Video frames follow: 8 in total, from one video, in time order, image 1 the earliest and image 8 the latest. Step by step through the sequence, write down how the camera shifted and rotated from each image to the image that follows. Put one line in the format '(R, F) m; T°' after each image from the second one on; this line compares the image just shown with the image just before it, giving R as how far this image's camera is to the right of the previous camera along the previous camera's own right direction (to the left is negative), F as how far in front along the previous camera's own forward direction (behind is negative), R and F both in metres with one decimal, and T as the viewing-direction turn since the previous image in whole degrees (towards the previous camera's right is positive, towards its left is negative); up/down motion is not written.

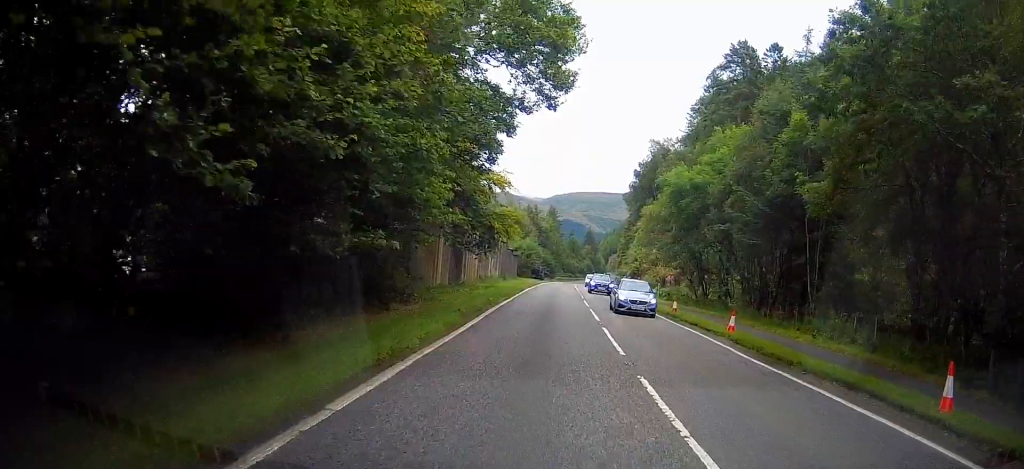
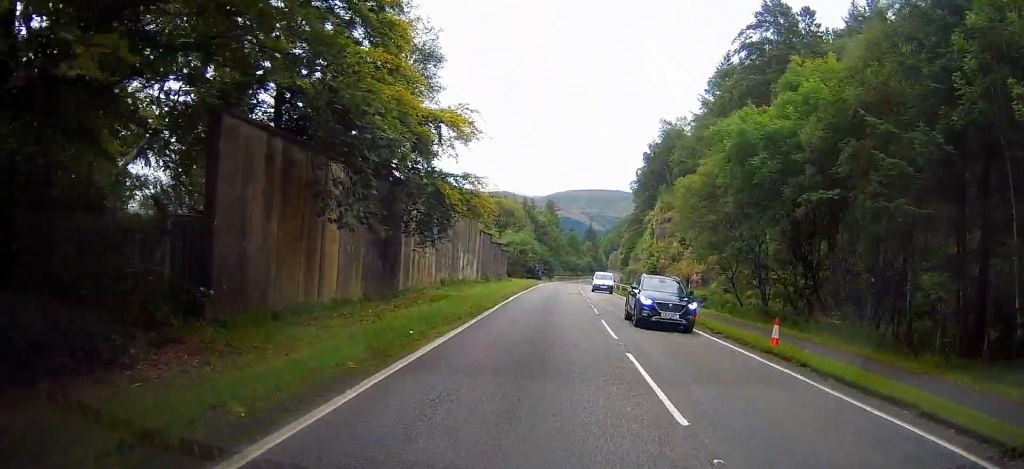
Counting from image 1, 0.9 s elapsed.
(-0.2, +14.7) m; -1°
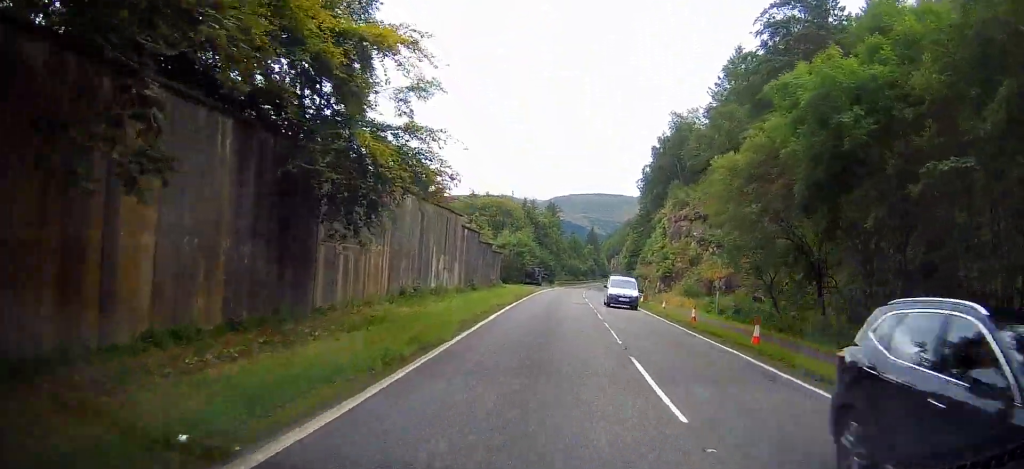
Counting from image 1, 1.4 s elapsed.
(0.0, +8.2) m; 0°
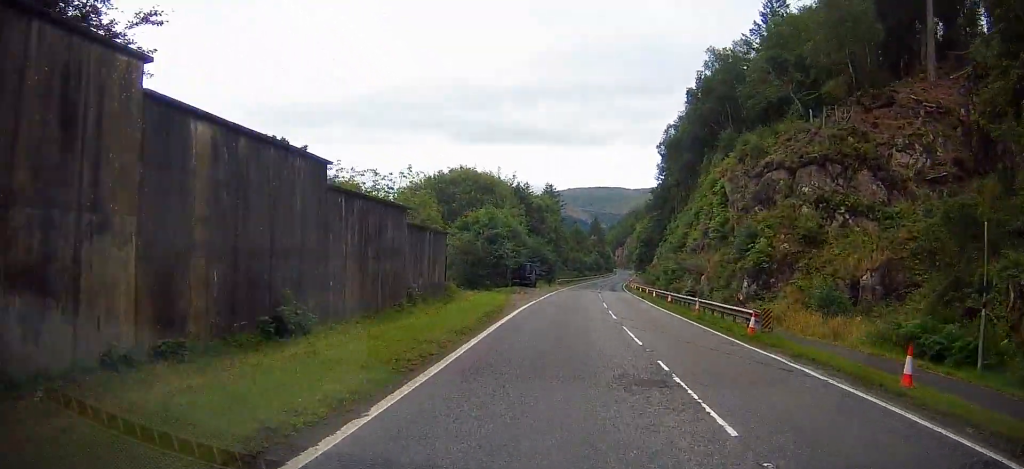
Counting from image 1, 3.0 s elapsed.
(+0.2, +26.7) m; 0°
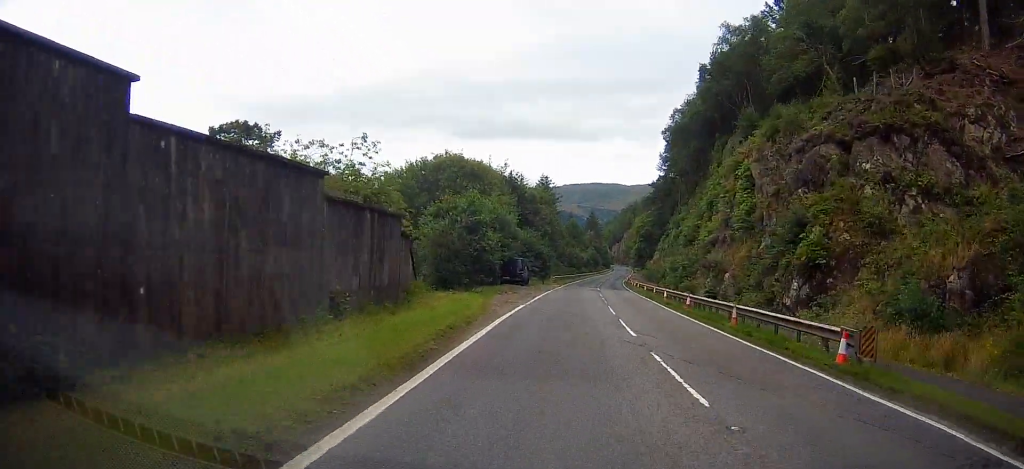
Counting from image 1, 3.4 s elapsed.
(0.0, +7.3) m; 0°
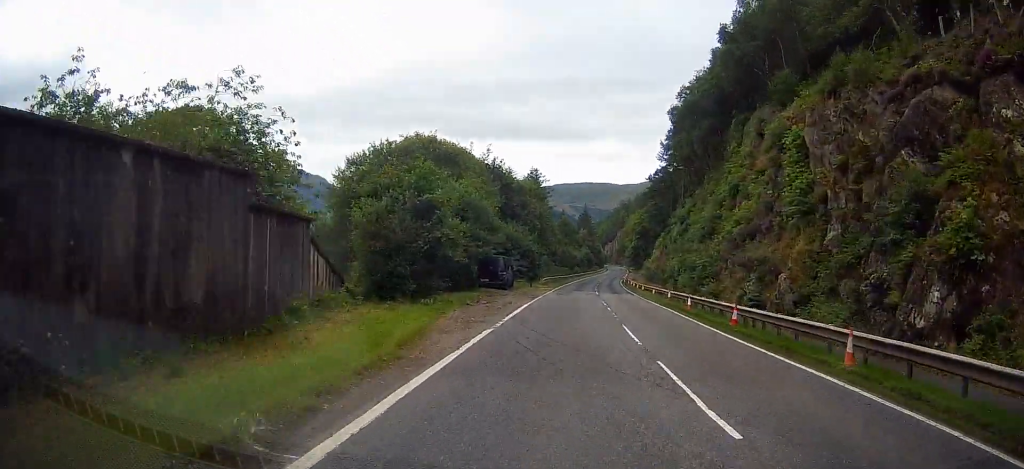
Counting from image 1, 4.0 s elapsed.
(0.0, +10.3) m; 0°
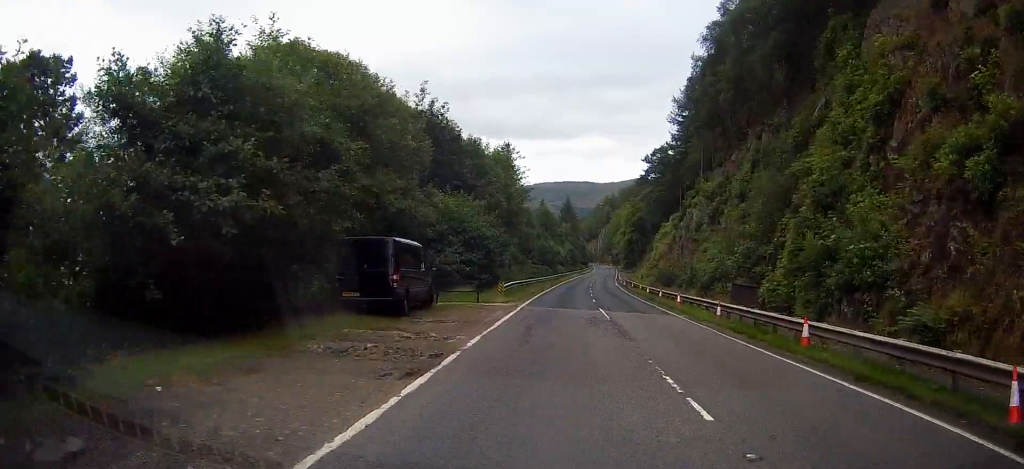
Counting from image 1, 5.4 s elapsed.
(+0.3, +25.8) m; +2°
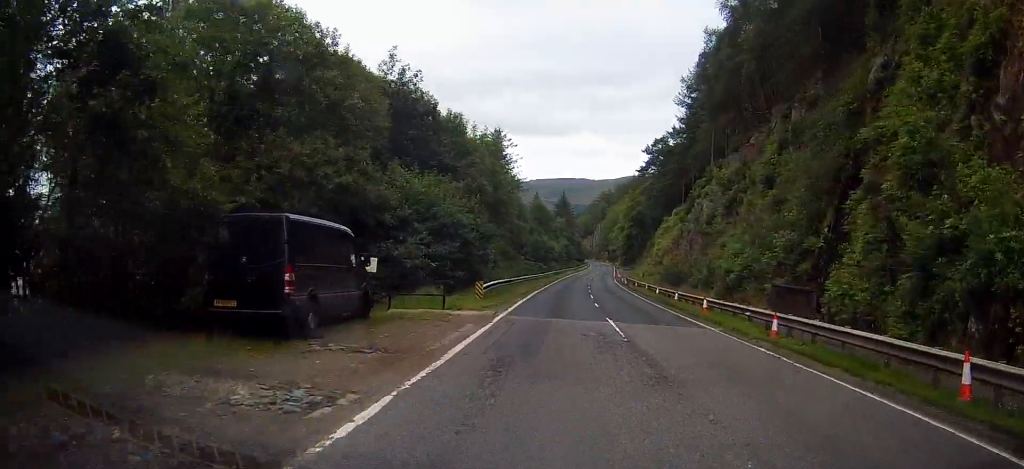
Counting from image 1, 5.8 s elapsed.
(0.0, +7.4) m; +1°
